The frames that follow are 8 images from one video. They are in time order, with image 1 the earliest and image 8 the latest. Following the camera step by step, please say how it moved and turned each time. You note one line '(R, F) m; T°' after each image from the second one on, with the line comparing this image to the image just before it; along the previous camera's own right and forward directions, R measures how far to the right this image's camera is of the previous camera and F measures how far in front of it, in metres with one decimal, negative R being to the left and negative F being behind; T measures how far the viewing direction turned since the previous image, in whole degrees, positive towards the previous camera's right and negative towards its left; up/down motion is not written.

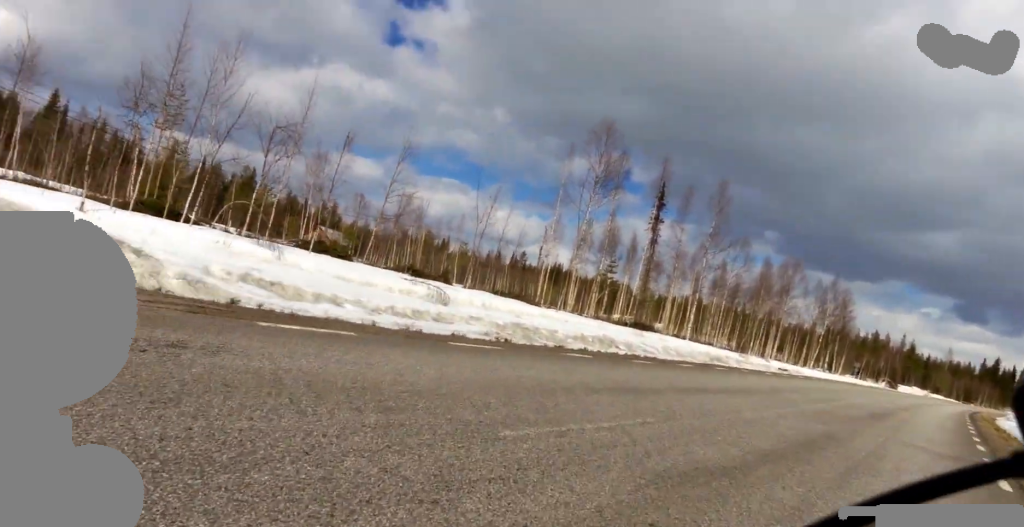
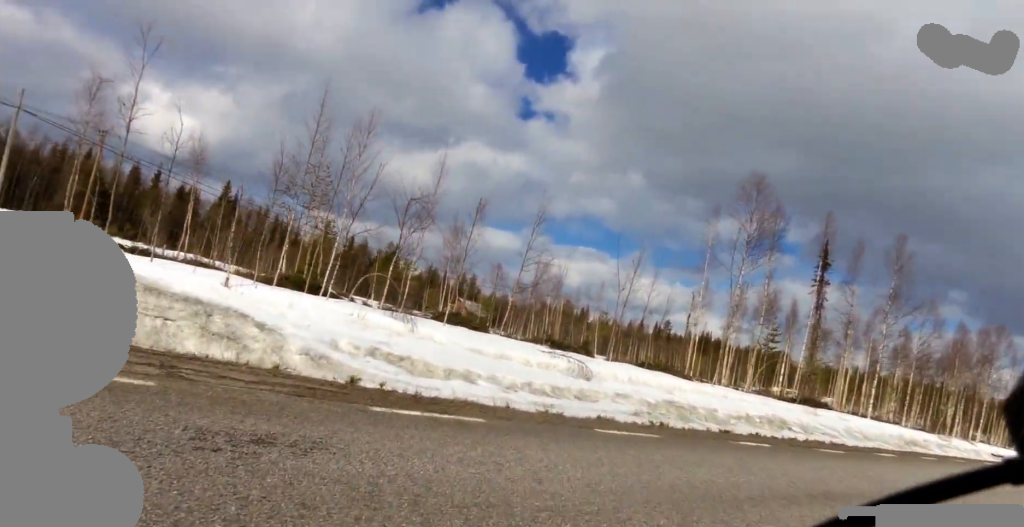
(-0.2, +0.9) m; -19°
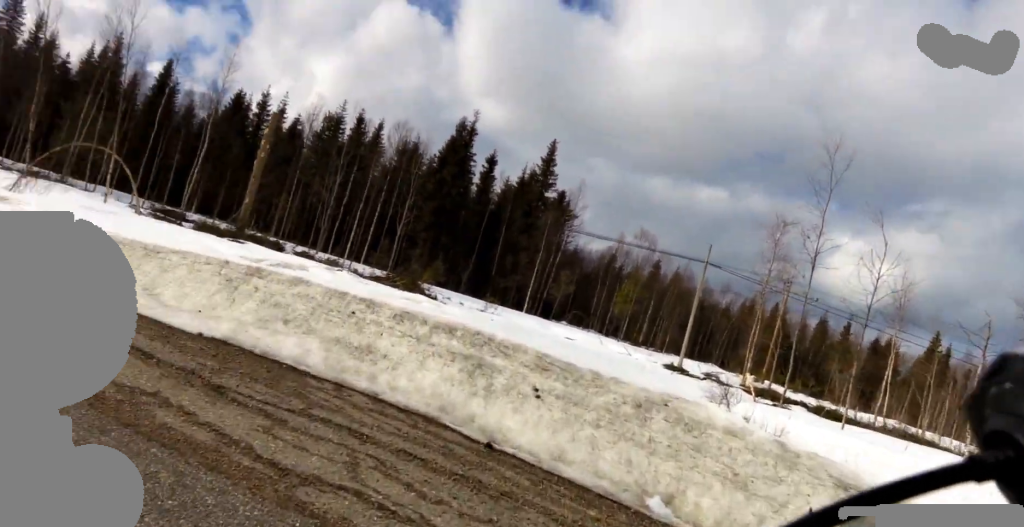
(-0.7, +2.8) m; -32°
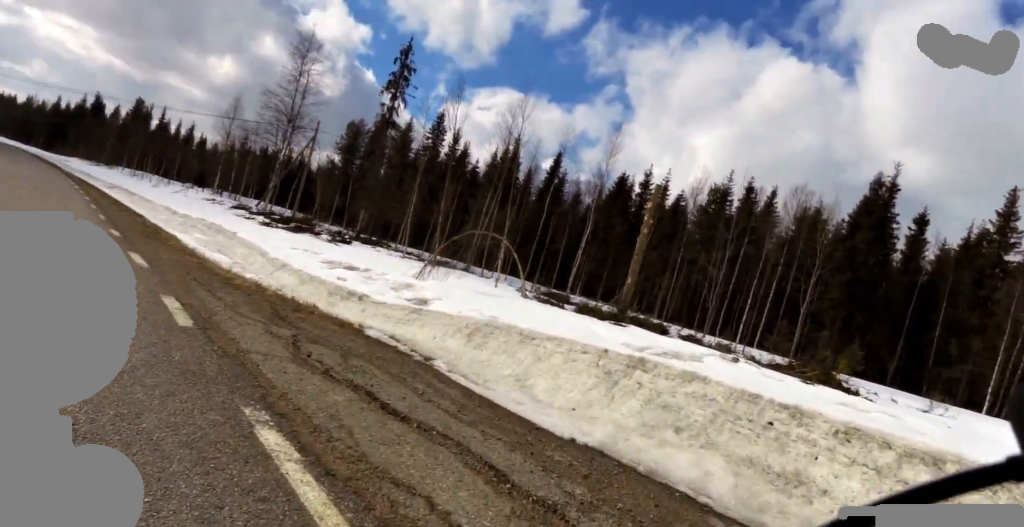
(-0.3, +1.1) m; -12°
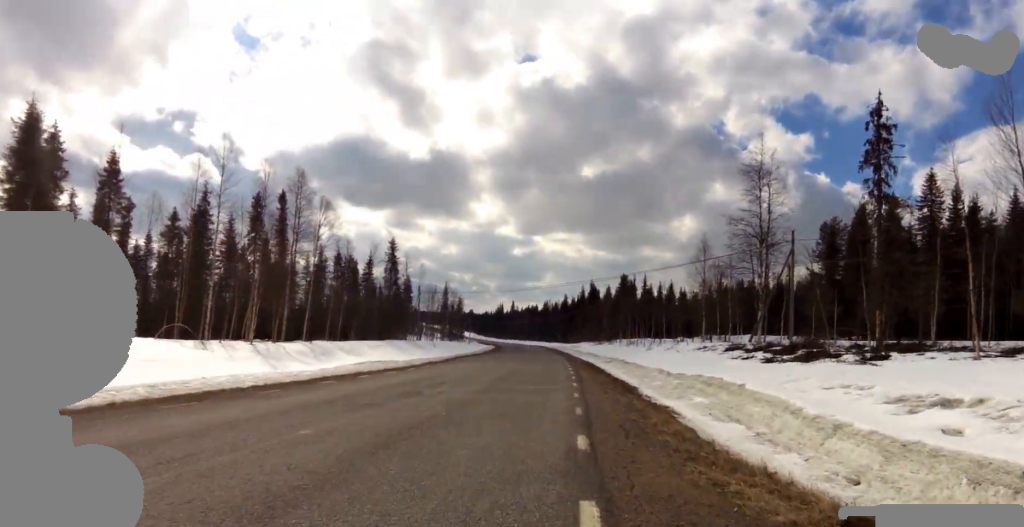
(-2.1, +4.4) m; -46°
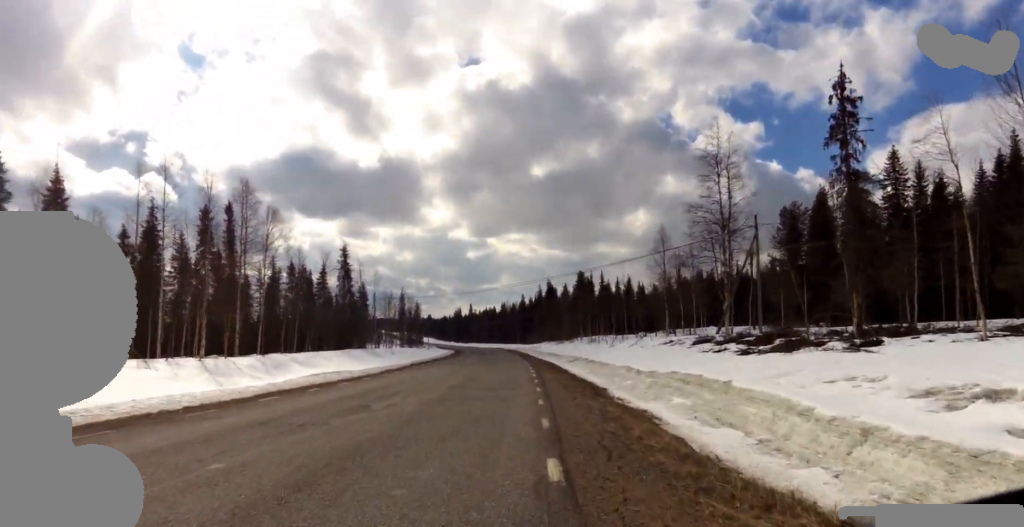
(-0.2, +1.6) m; -8°
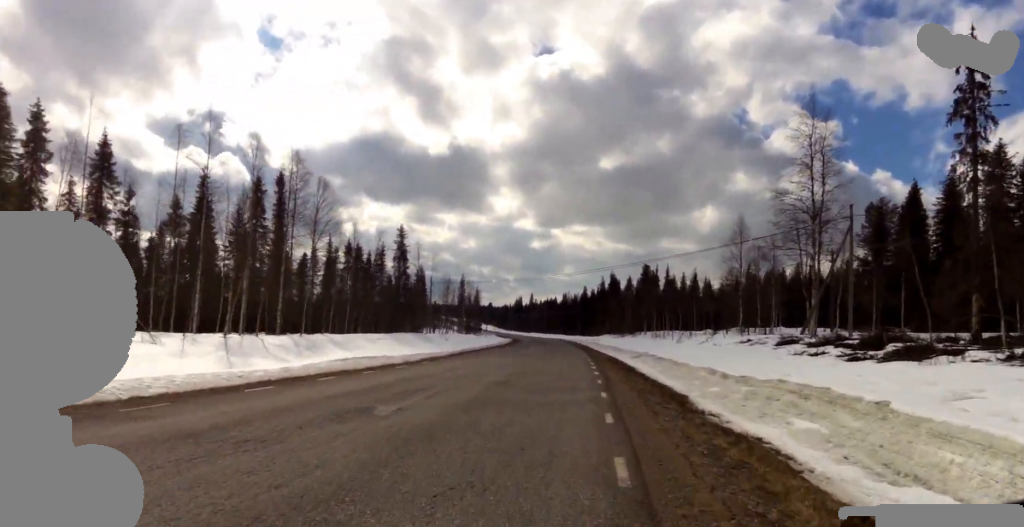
(0.0, +3.9) m; -1°
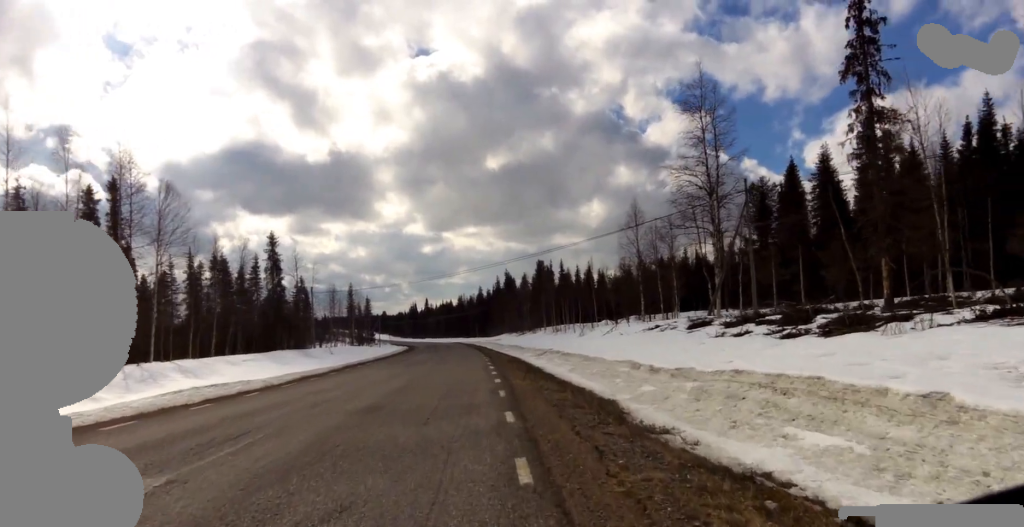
(0.0, +3.8) m; -7°
